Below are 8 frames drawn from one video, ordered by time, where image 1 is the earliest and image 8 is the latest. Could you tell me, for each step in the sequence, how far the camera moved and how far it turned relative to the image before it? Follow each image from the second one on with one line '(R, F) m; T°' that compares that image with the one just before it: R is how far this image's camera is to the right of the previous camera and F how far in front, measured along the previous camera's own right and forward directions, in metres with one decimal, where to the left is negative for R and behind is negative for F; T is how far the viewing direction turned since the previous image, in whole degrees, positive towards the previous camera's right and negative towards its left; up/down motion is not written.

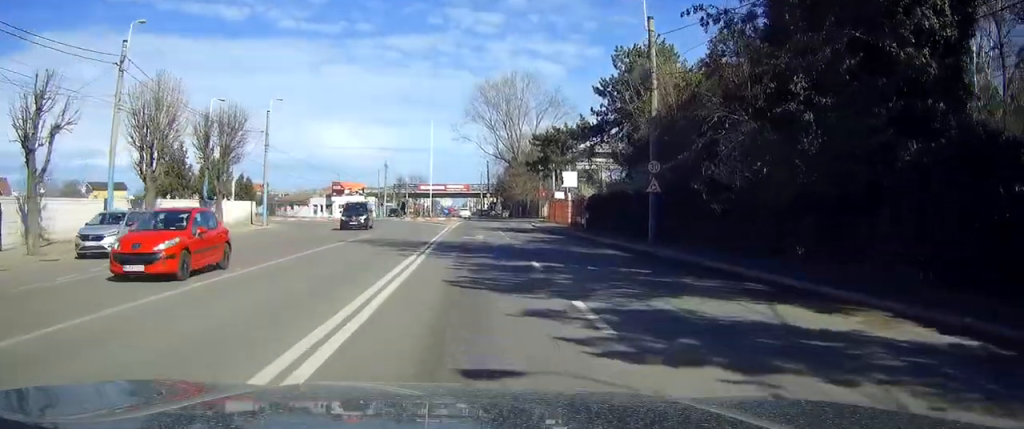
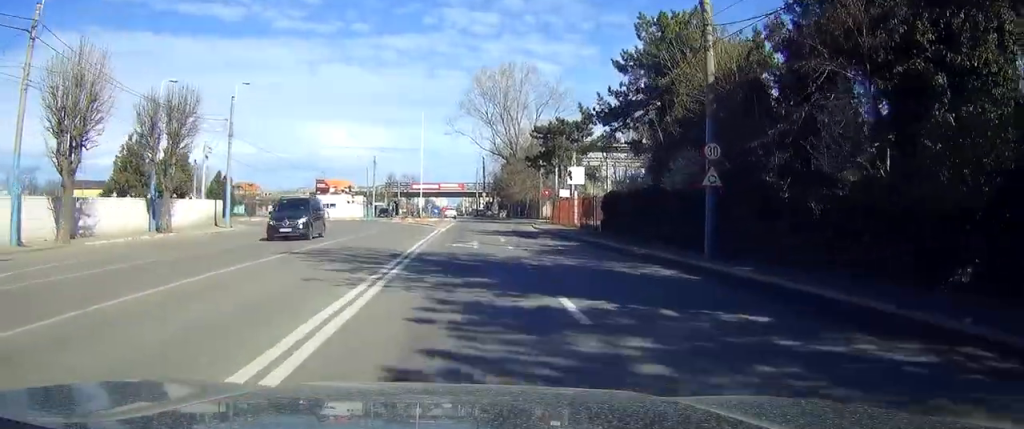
(+0.1, +8.0) m; 0°
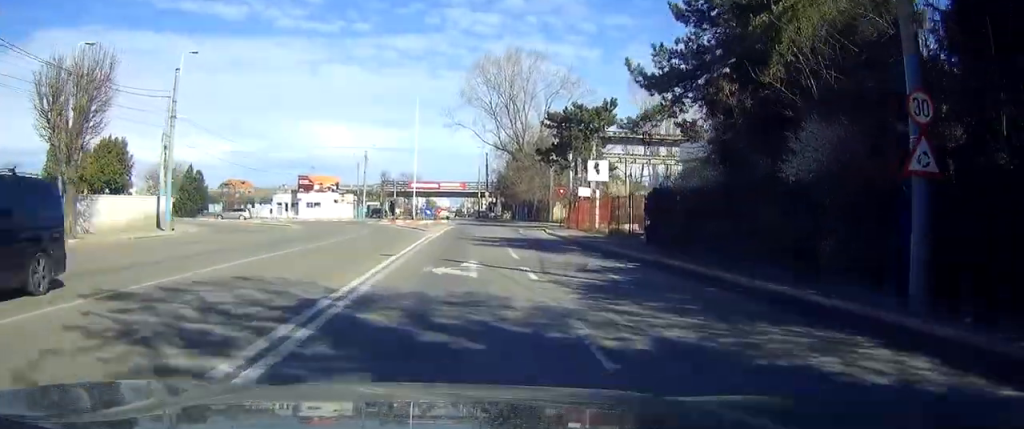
(-0.1, +11.0) m; 0°
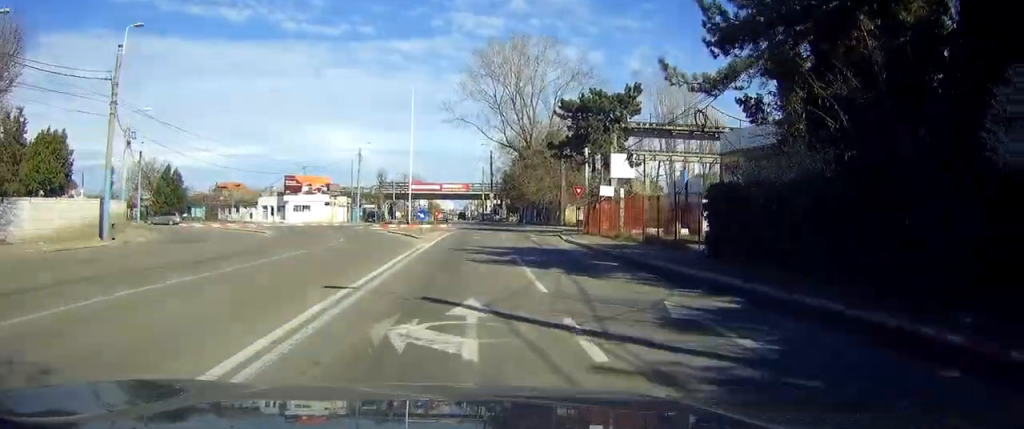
(+0.1, +8.1) m; 0°
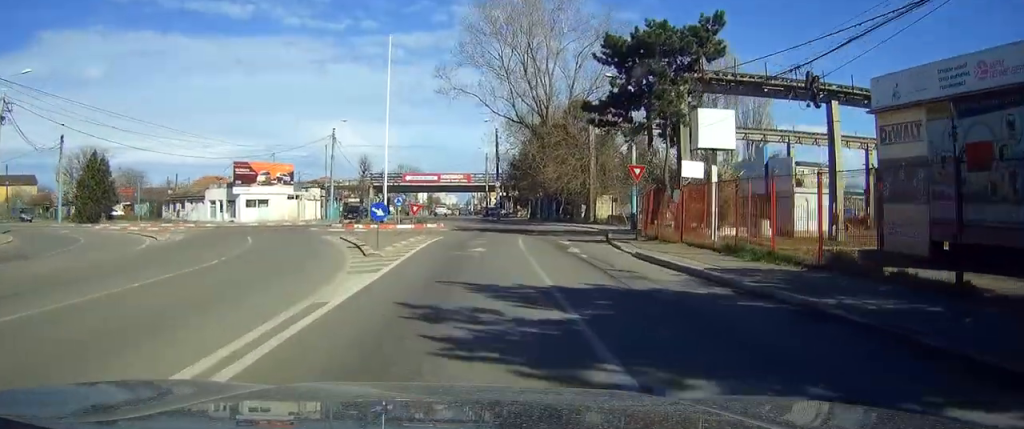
(-0.1, +18.3) m; 0°
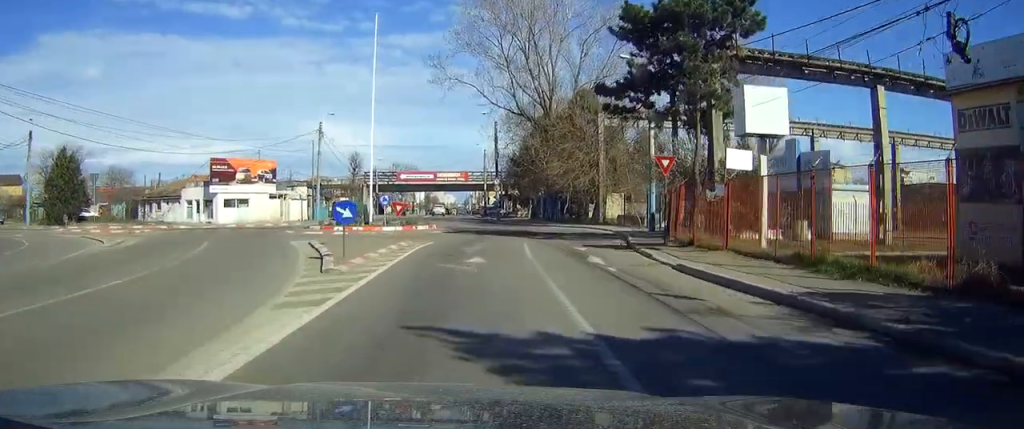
(+0.1, +5.4) m; 0°
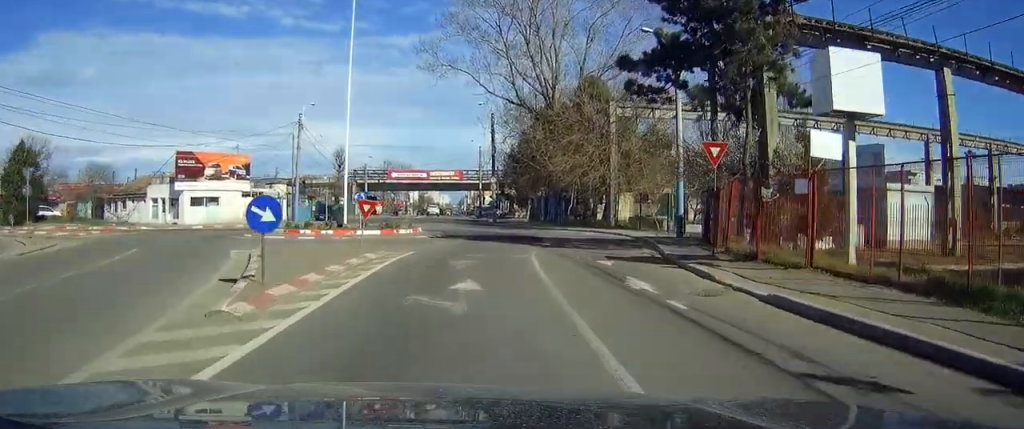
(0.0, +6.4) m; 0°
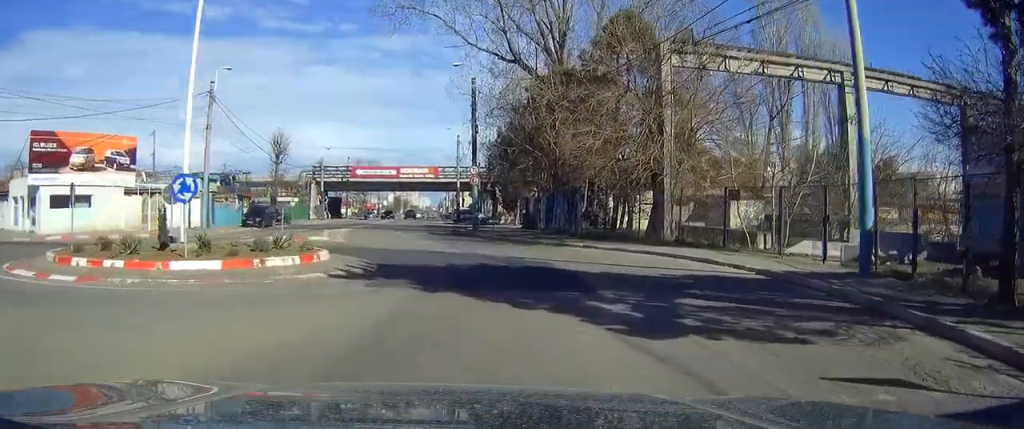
(+0.2, +18.1) m; +2°
